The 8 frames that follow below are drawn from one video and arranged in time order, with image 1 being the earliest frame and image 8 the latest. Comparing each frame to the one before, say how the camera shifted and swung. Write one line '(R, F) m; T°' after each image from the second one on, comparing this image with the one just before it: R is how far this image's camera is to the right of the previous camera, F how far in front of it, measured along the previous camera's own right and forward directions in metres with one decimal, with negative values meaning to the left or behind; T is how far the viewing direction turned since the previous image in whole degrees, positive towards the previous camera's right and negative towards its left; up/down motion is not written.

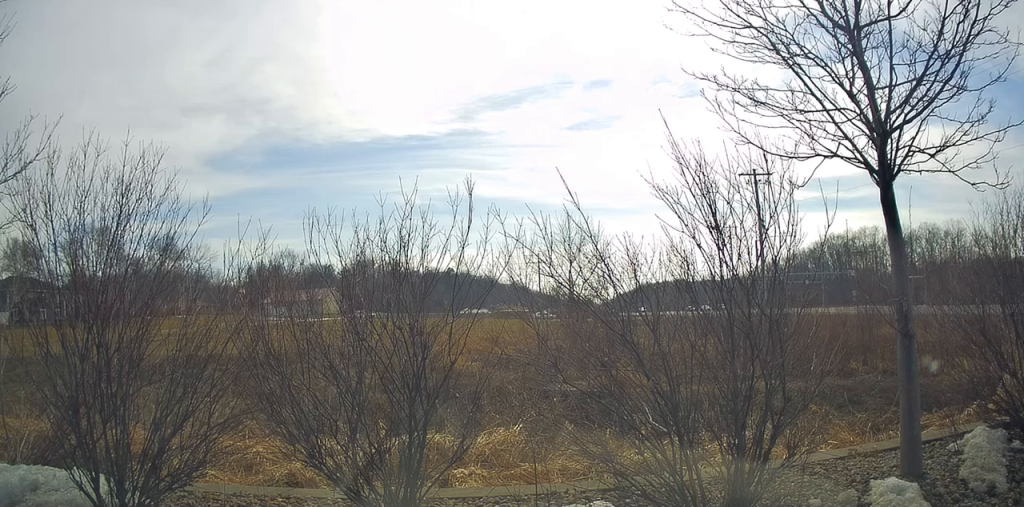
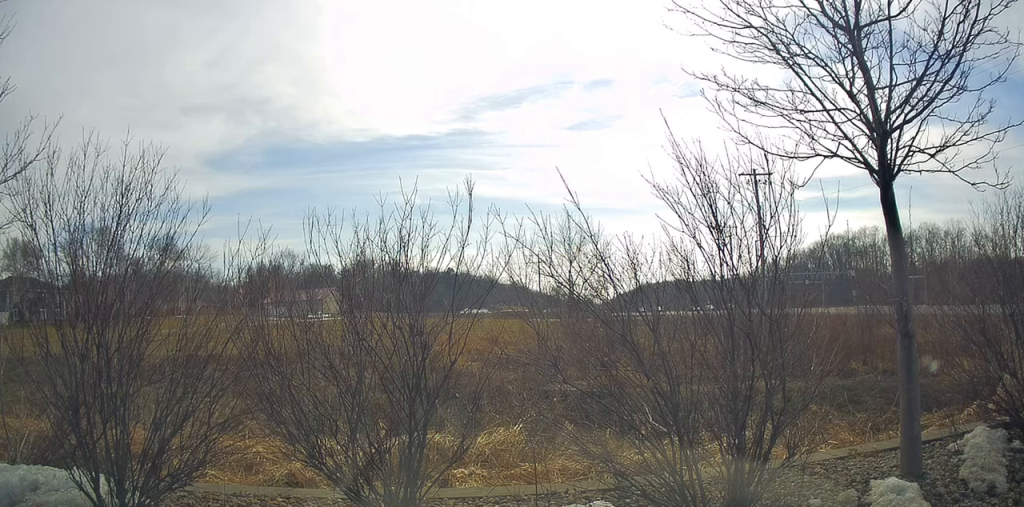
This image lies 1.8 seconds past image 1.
(0.0, 0.0) m; 0°
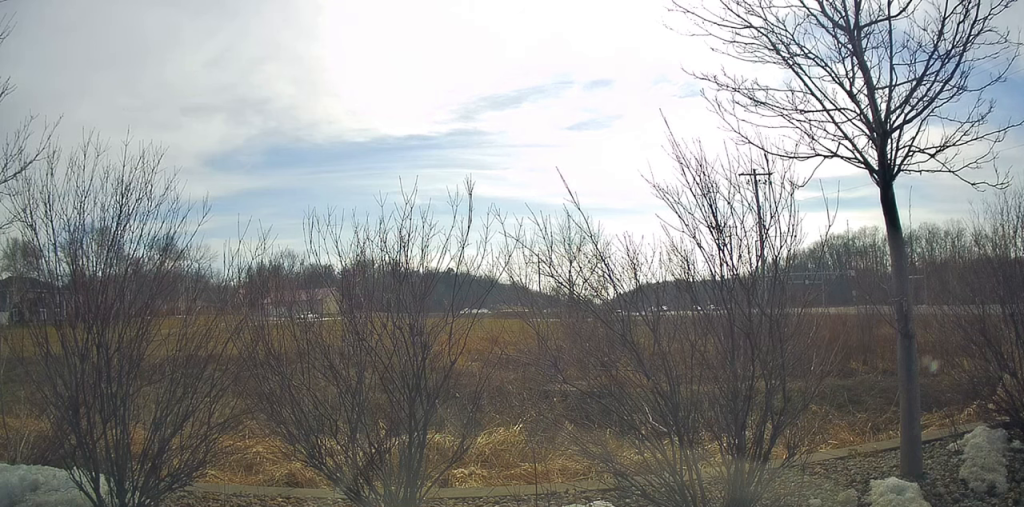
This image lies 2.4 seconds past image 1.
(0.0, 0.0) m; 0°
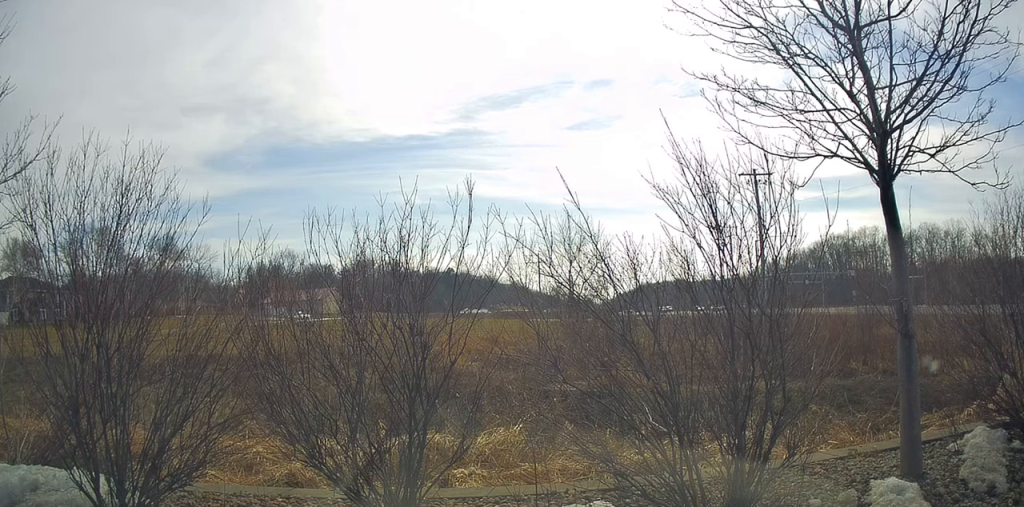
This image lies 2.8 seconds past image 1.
(0.0, 0.0) m; 0°
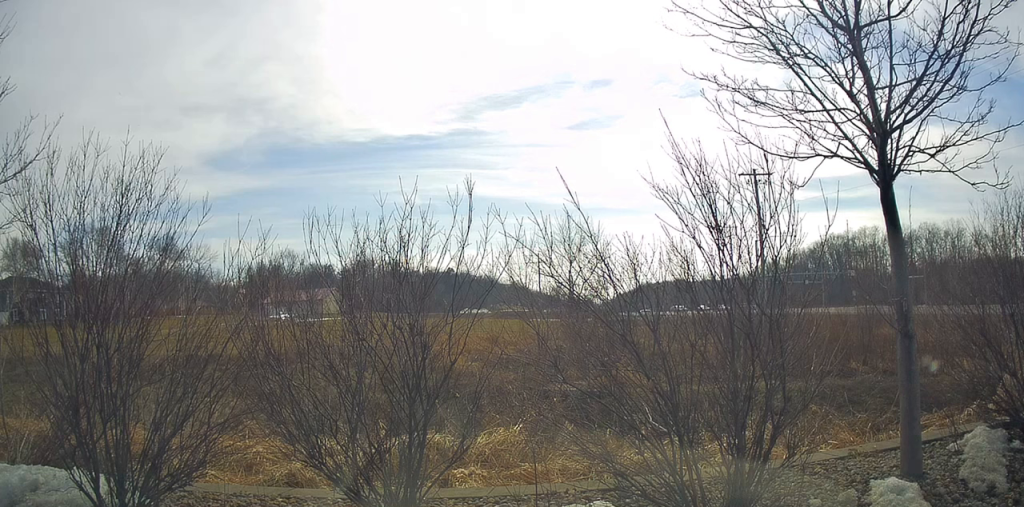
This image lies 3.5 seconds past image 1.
(0.0, 0.0) m; 0°
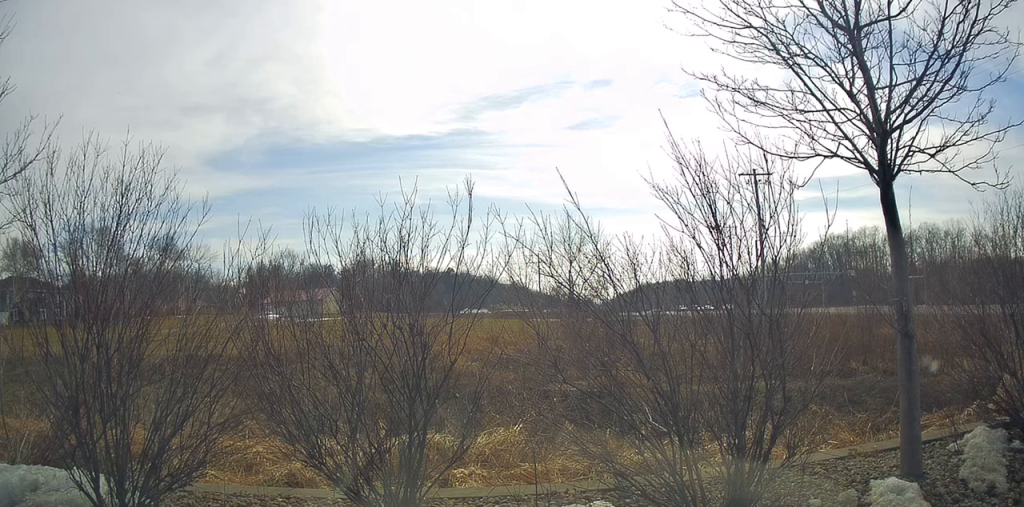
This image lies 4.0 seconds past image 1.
(0.0, 0.0) m; 0°
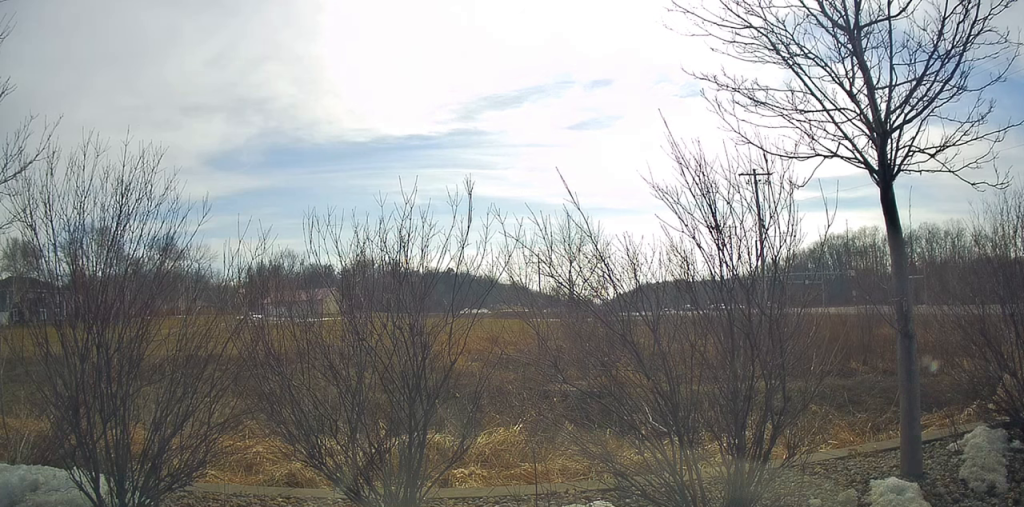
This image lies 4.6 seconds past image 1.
(0.0, 0.0) m; 0°
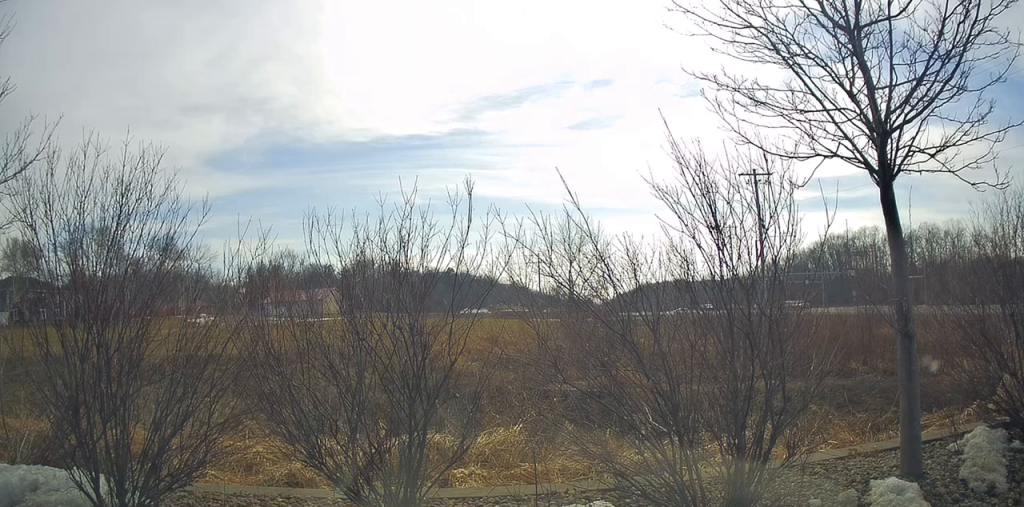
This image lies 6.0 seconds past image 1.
(0.0, 0.0) m; 0°
